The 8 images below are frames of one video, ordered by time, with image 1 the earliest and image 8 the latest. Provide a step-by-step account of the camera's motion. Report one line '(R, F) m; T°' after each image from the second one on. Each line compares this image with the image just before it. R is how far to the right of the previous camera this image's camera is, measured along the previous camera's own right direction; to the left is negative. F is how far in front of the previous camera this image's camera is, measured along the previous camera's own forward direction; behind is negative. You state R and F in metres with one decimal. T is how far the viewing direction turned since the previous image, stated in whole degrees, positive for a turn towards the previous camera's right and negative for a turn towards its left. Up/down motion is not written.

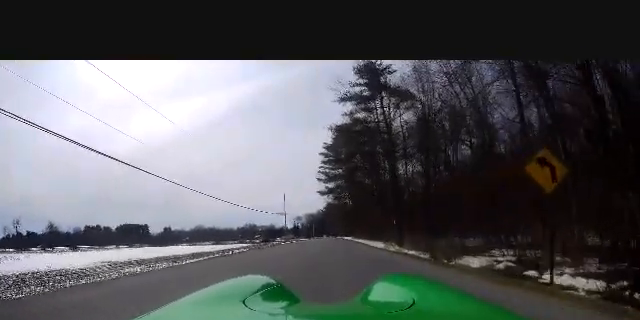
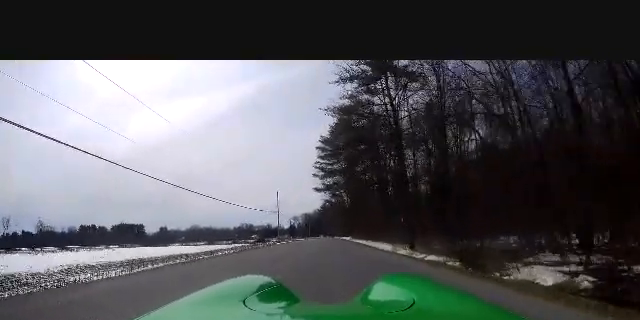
(+0.1, +5.2) m; 0°
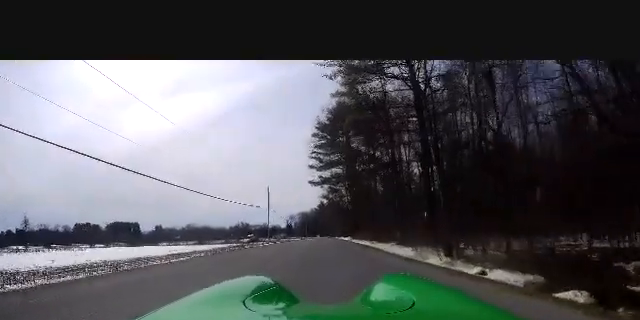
(+0.2, +7.8) m; 0°
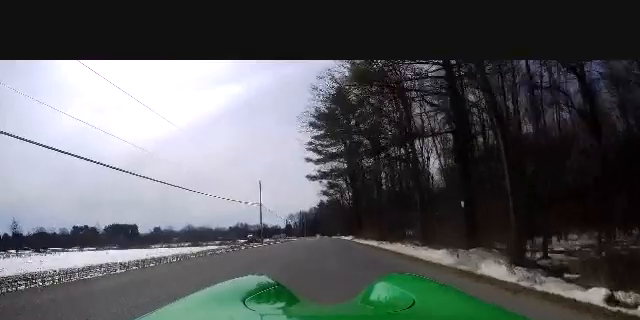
(-0.2, +6.3) m; -1°
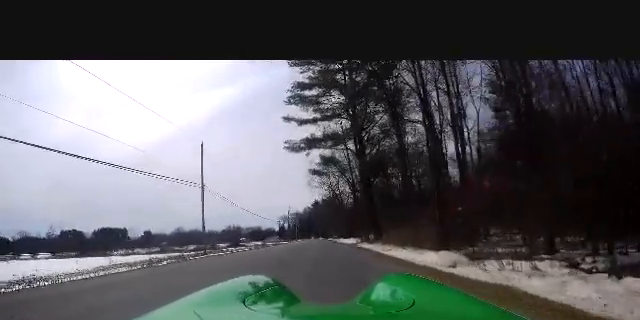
(+0.2, +21.7) m; +4°
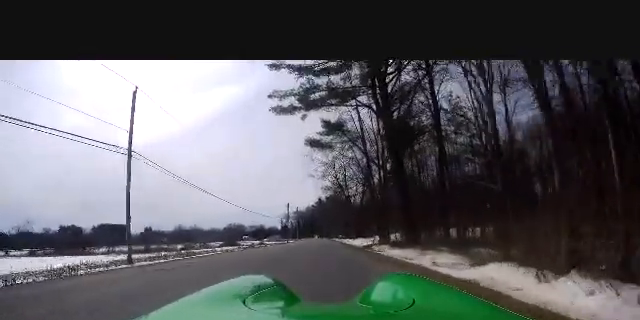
(+0.5, +12.1) m; +2°
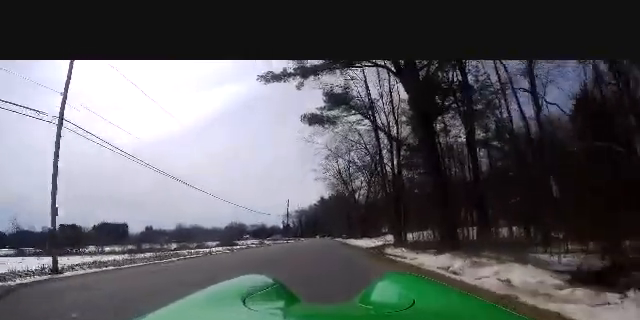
(0.0, +5.8) m; 0°
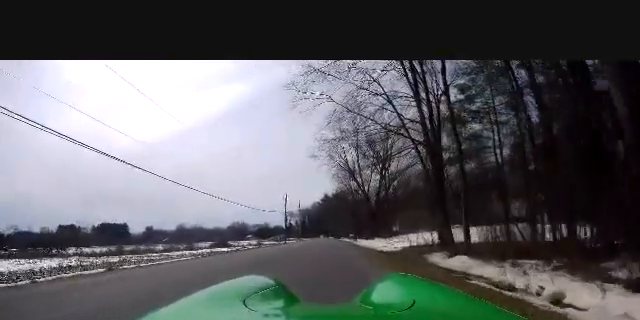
(-0.3, +10.4) m; -2°
